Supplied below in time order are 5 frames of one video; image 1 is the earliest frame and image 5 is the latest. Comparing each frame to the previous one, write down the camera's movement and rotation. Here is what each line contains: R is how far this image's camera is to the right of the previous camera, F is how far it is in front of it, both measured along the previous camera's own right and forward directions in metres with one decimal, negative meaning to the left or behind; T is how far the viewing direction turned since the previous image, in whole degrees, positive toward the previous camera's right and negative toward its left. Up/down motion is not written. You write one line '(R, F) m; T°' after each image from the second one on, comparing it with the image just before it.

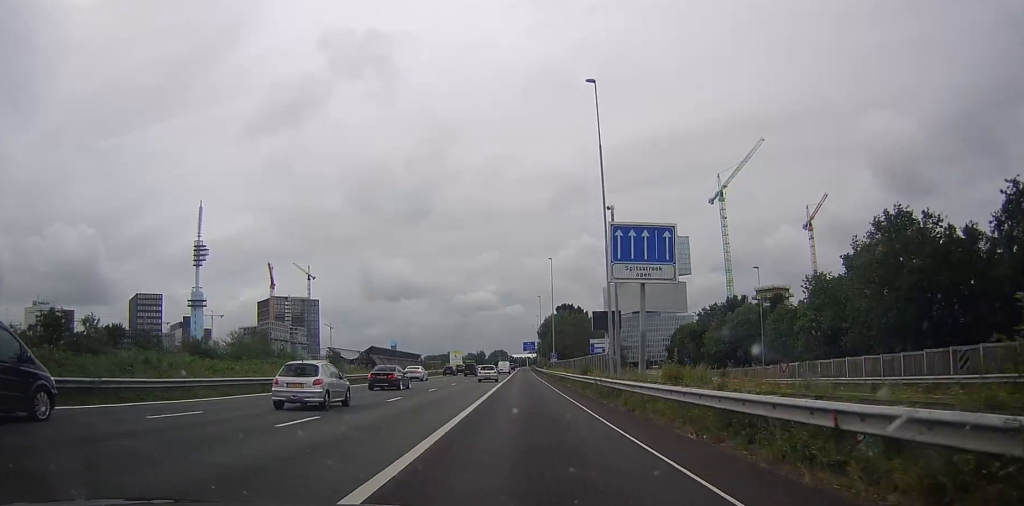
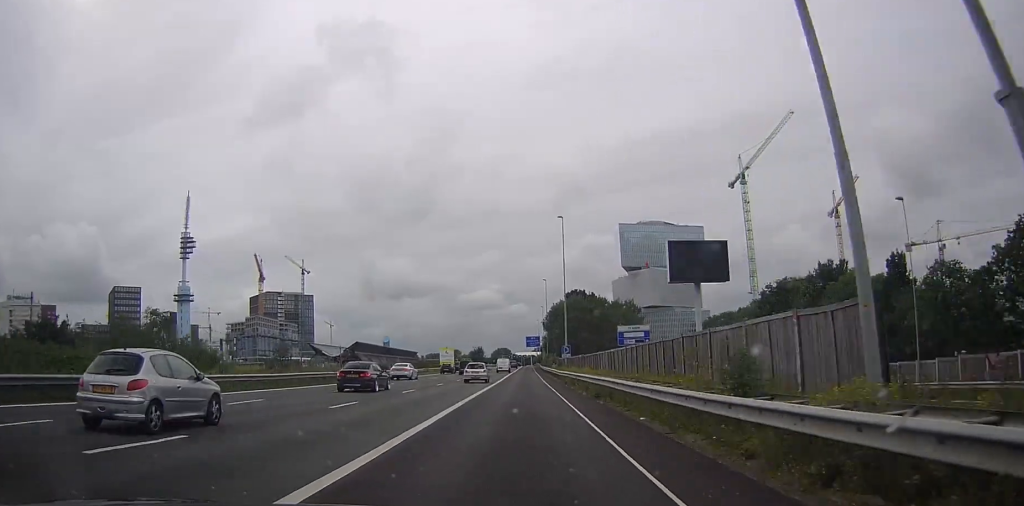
(0.0, +28.1) m; 0°
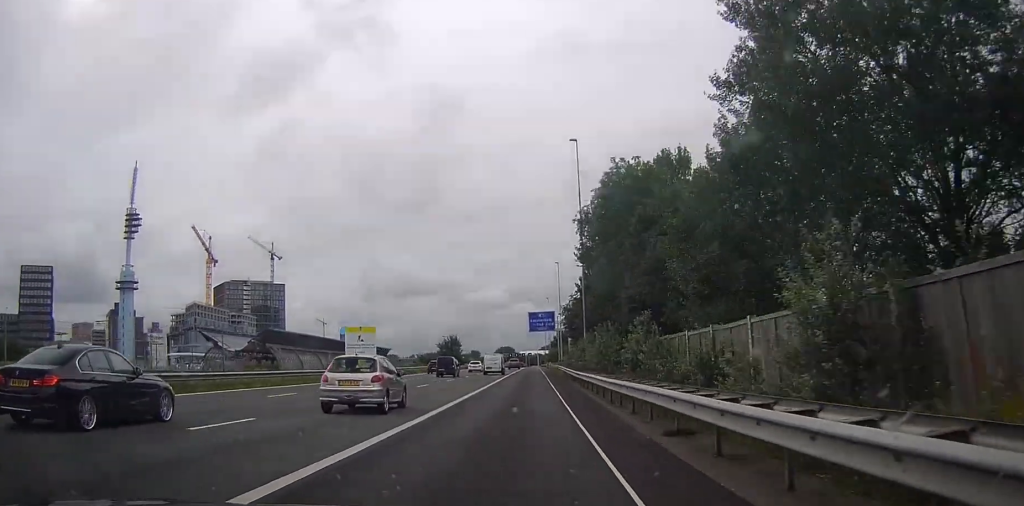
(0.0, +86.2) m; -1°
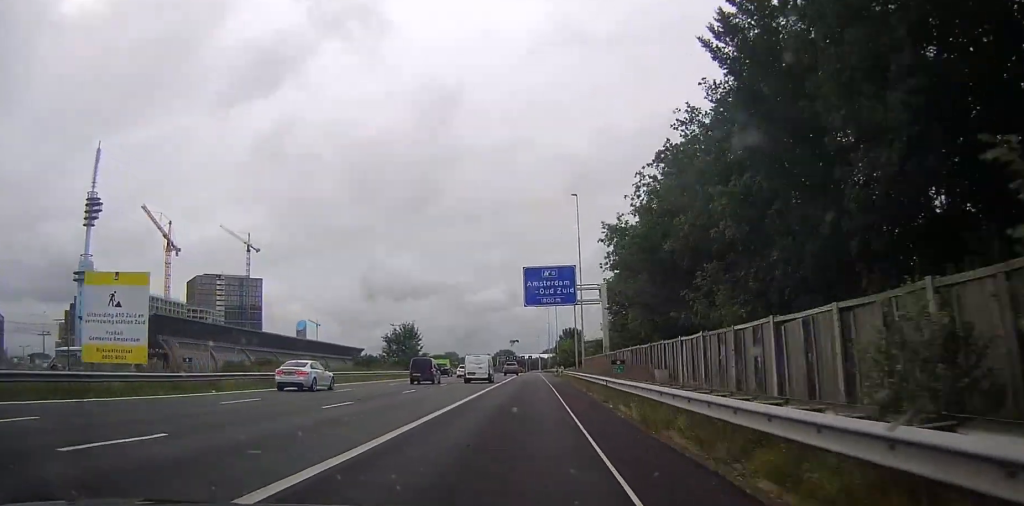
(-0.4, +50.3) m; -1°
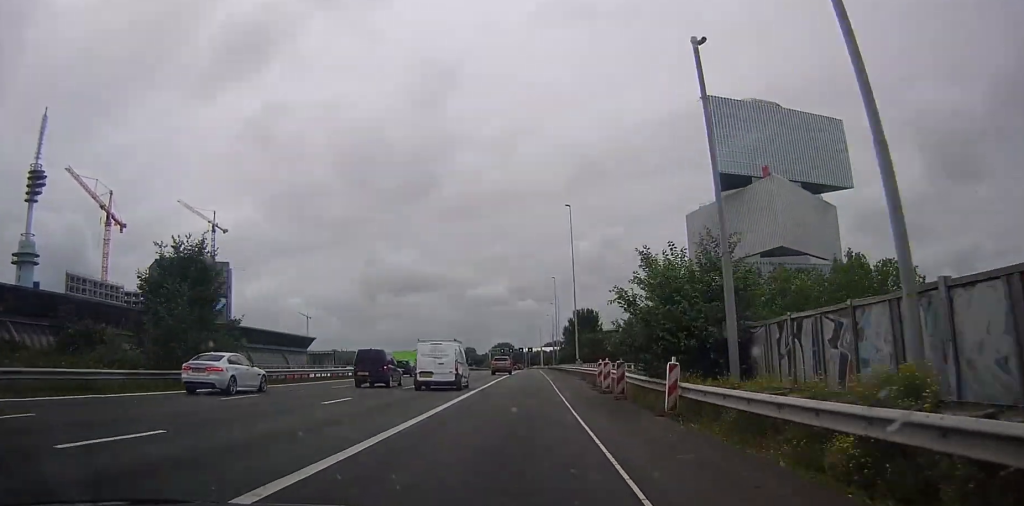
(-0.1, +59.3) m; 0°
